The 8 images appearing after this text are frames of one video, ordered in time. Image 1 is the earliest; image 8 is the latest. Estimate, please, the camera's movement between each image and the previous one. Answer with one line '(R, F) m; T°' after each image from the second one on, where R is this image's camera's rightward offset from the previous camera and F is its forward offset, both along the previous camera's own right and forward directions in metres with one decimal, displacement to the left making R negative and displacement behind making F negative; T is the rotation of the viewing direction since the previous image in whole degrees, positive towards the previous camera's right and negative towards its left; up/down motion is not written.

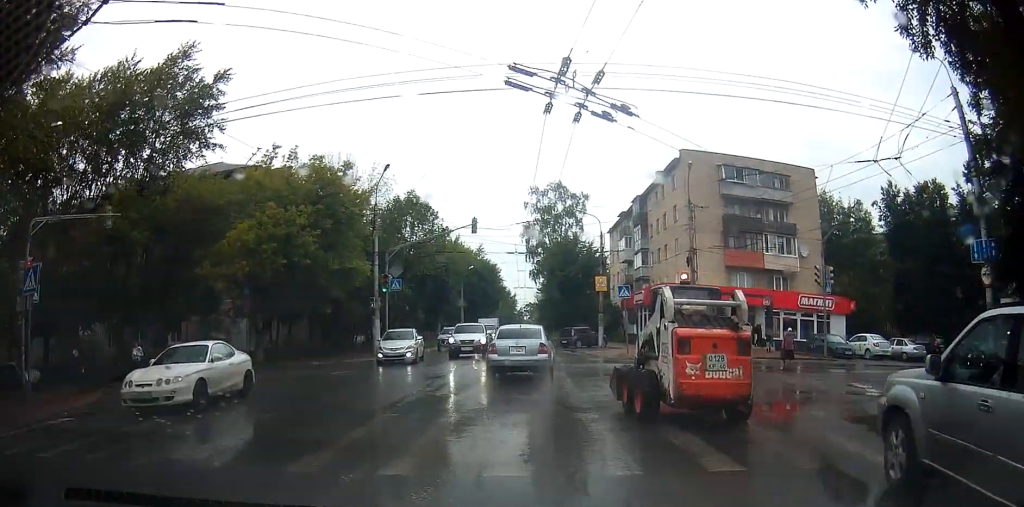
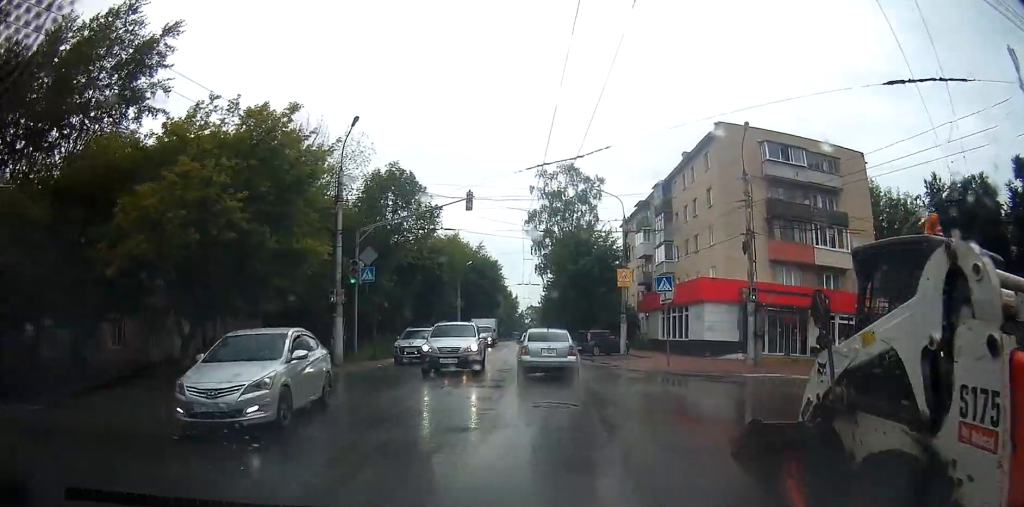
(0.0, +7.9) m; +2°
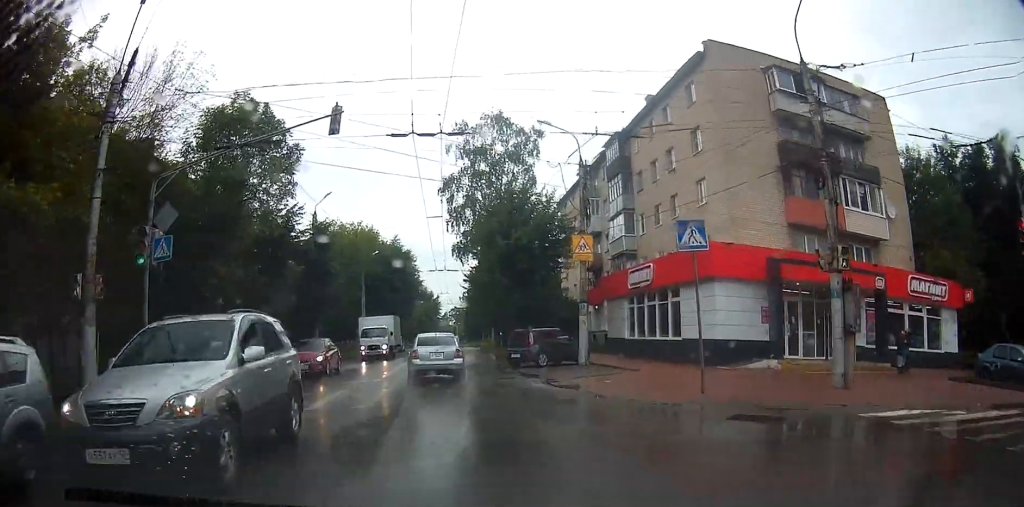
(+0.6, +12.5) m; +2°
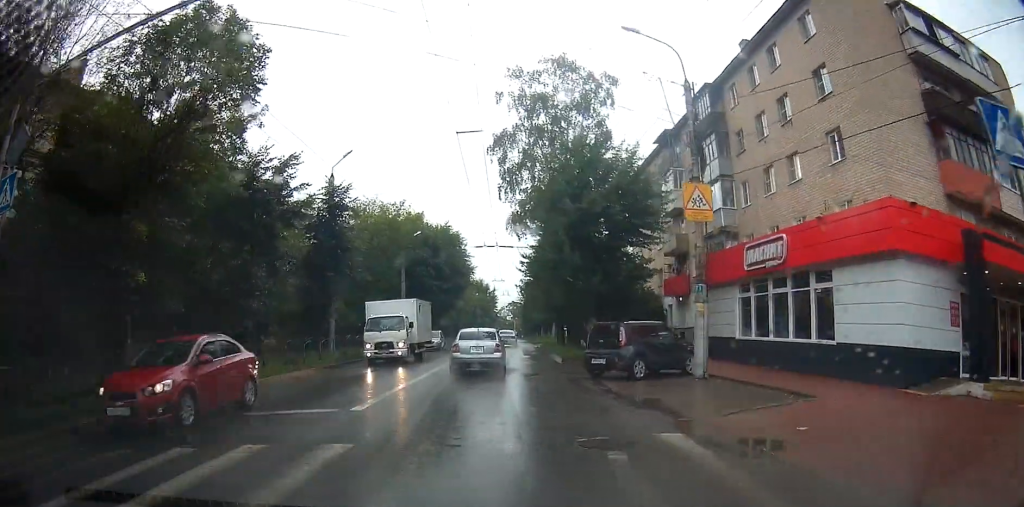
(-0.2, +8.7) m; -3°
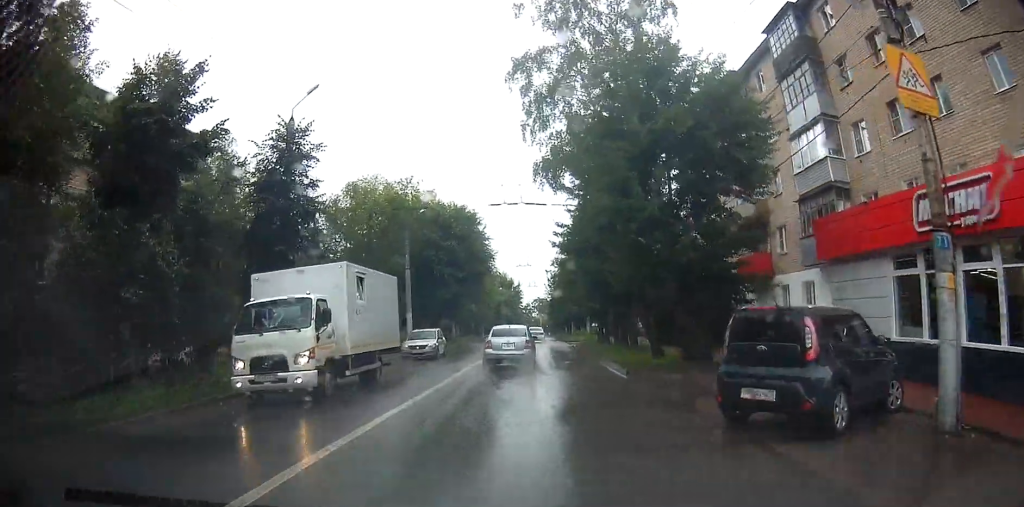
(-0.3, +9.6) m; -2°
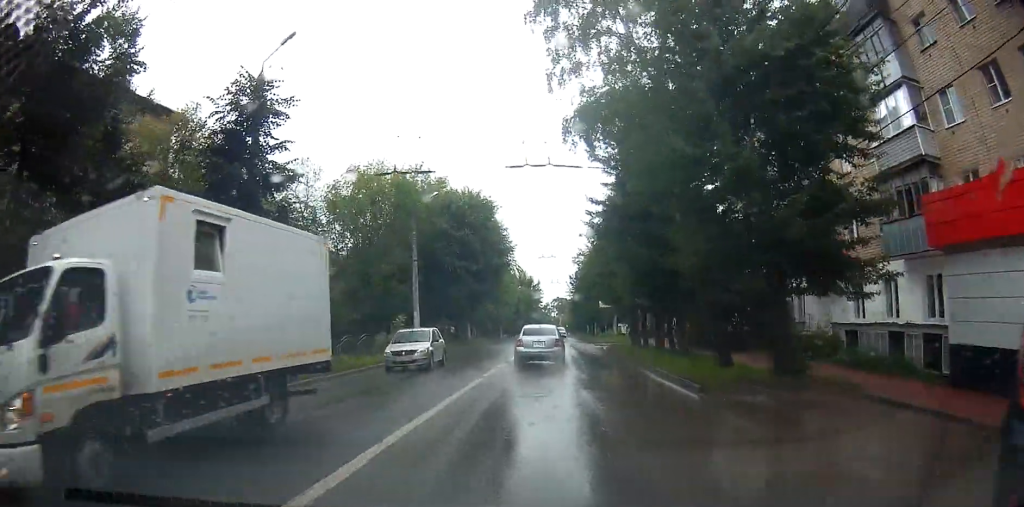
(-0.2, +5.2) m; -1°
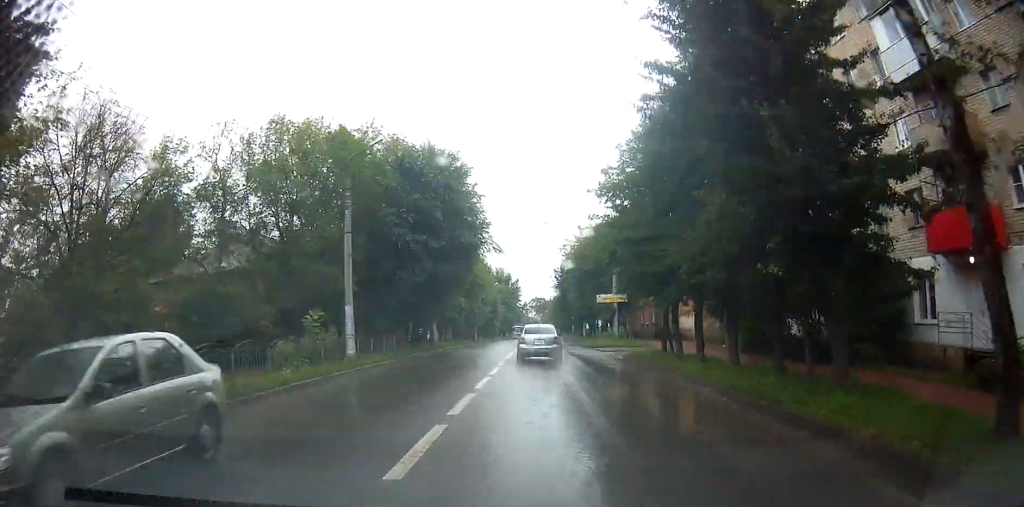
(+0.2, +11.6) m; 0°
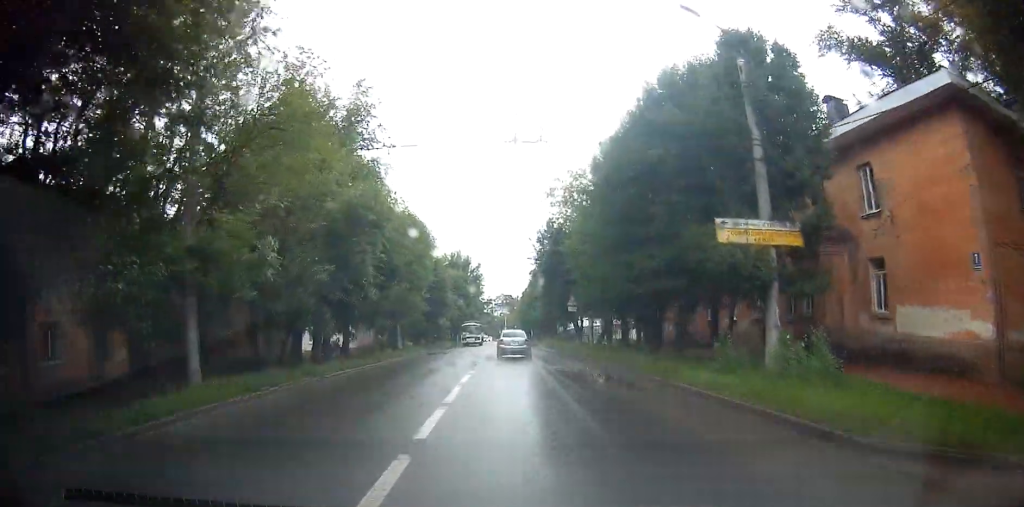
(+0.8, +32.7) m; +3°
